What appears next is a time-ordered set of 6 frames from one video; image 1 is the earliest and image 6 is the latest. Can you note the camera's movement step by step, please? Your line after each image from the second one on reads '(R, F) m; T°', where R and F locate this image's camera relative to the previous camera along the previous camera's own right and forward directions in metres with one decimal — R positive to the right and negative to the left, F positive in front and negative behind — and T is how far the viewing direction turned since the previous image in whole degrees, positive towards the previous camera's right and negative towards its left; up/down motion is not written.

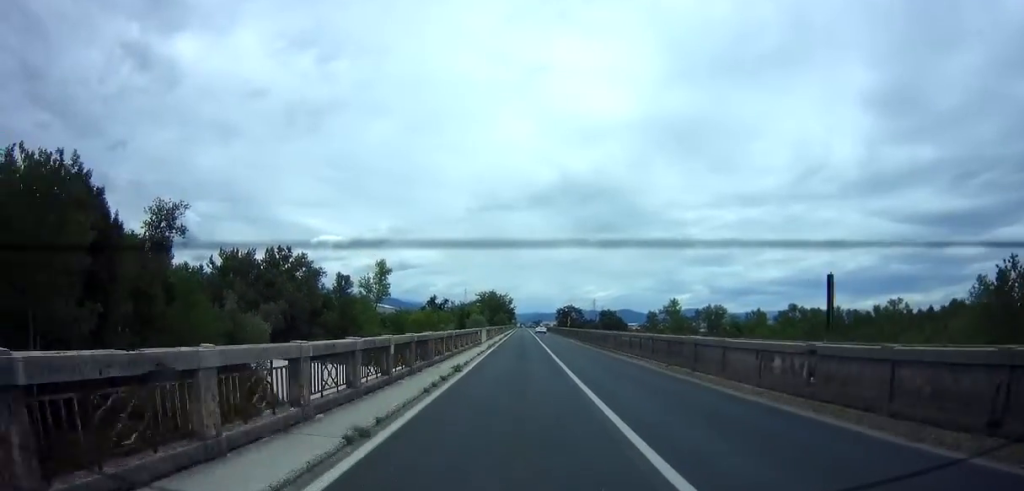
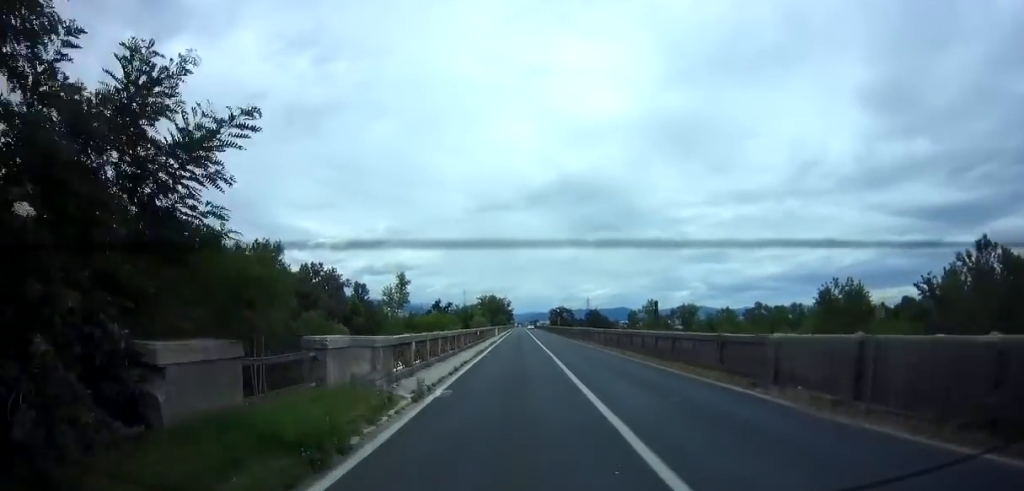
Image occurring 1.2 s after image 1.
(+0.3, +25.2) m; +1°
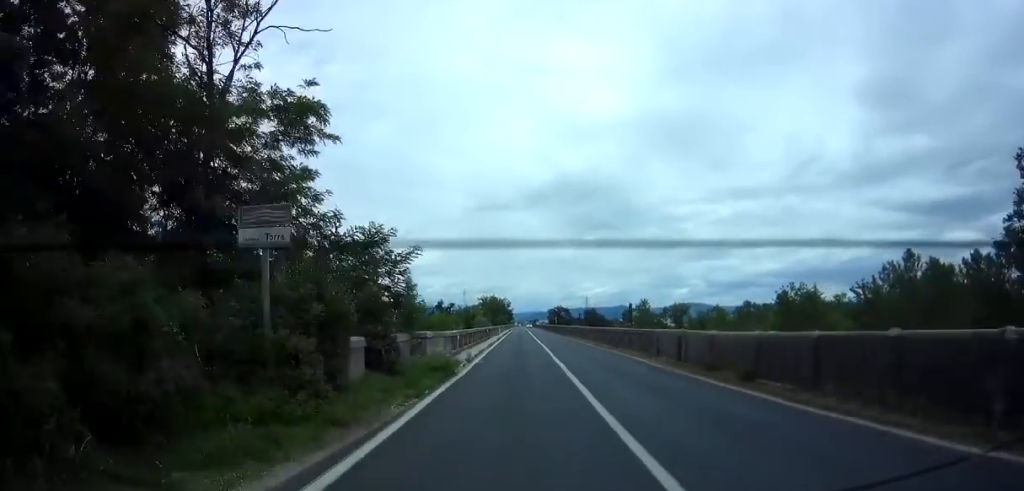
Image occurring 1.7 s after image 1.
(0.0, +10.3) m; 0°
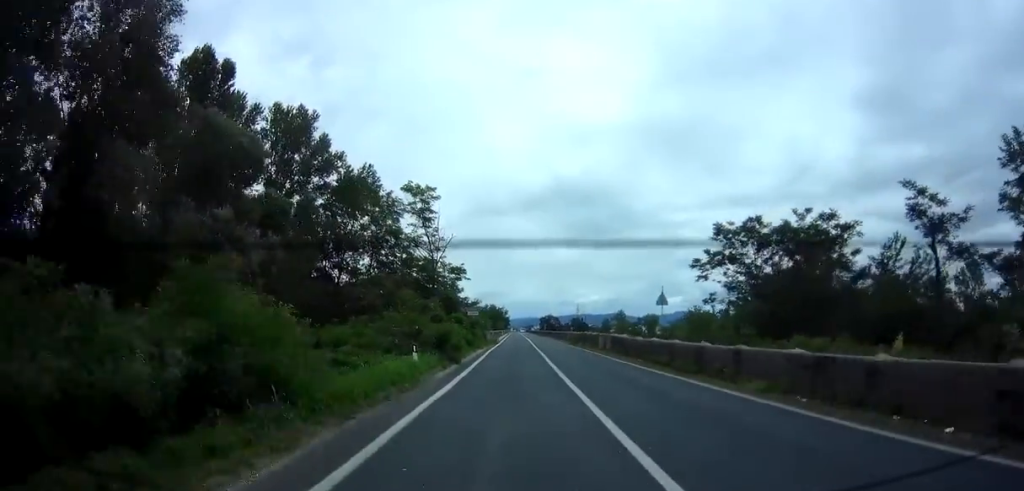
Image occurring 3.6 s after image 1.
(-0.2, +37.9) m; -1°
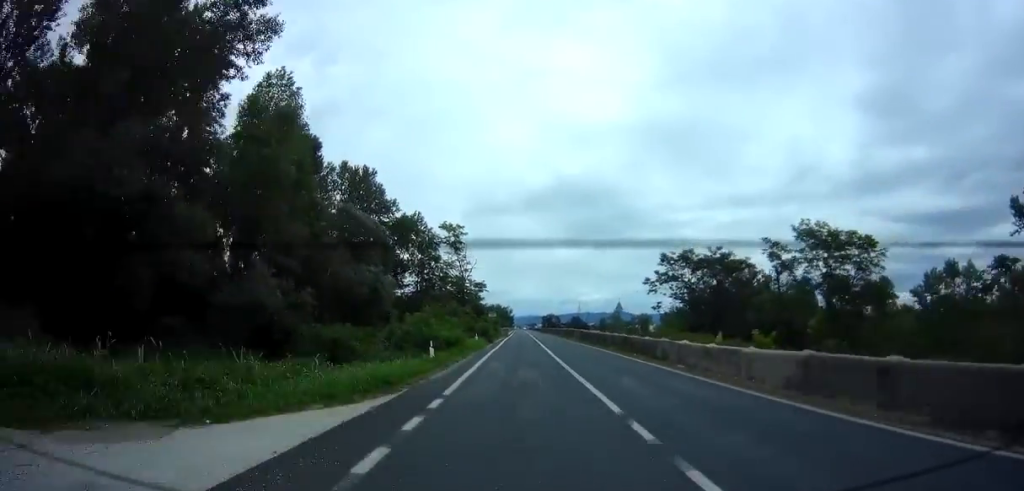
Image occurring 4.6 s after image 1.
(-0.2, +20.8) m; 0°
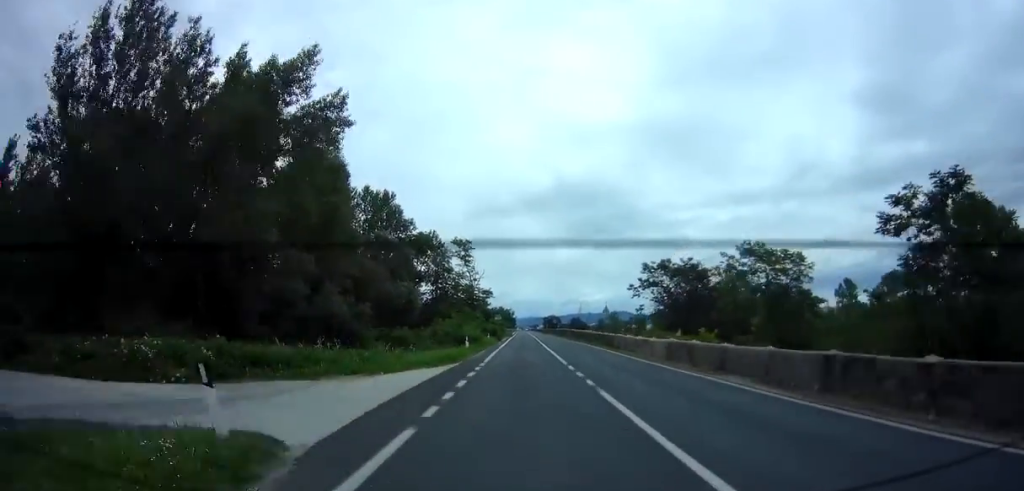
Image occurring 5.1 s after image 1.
(+0.3, +11.2) m; 0°
